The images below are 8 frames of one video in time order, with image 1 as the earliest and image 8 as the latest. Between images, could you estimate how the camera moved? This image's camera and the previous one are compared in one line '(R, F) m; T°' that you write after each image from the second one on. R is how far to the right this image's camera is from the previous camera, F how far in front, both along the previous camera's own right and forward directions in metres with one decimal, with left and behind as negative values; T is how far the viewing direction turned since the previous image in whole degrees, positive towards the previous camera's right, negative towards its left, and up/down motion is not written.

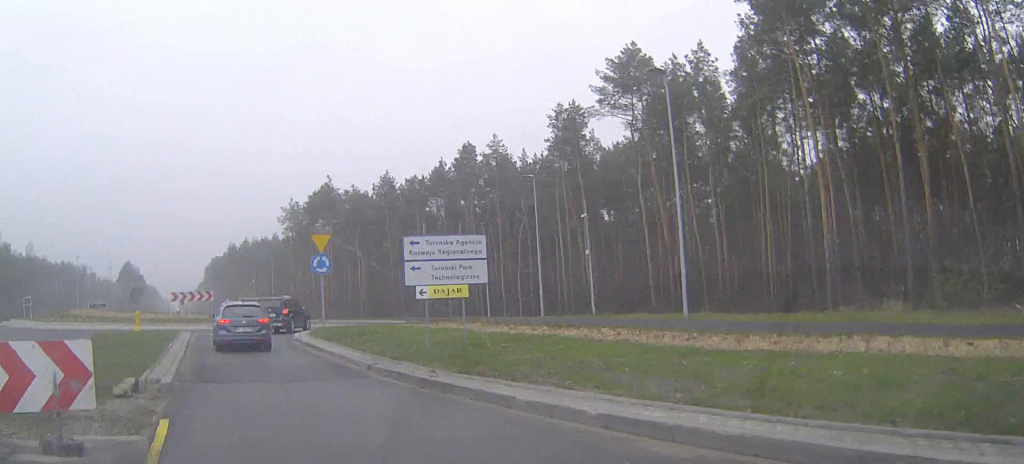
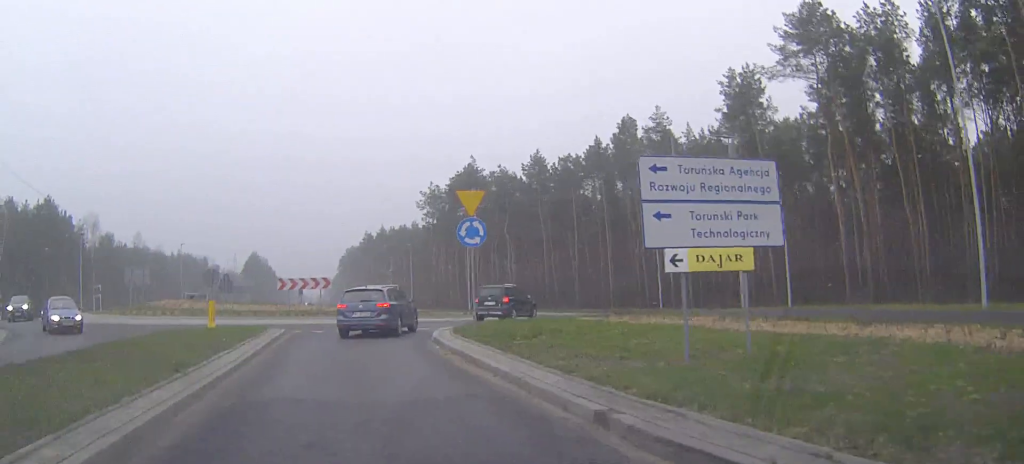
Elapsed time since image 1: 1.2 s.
(-0.7, +8.3) m; -9°
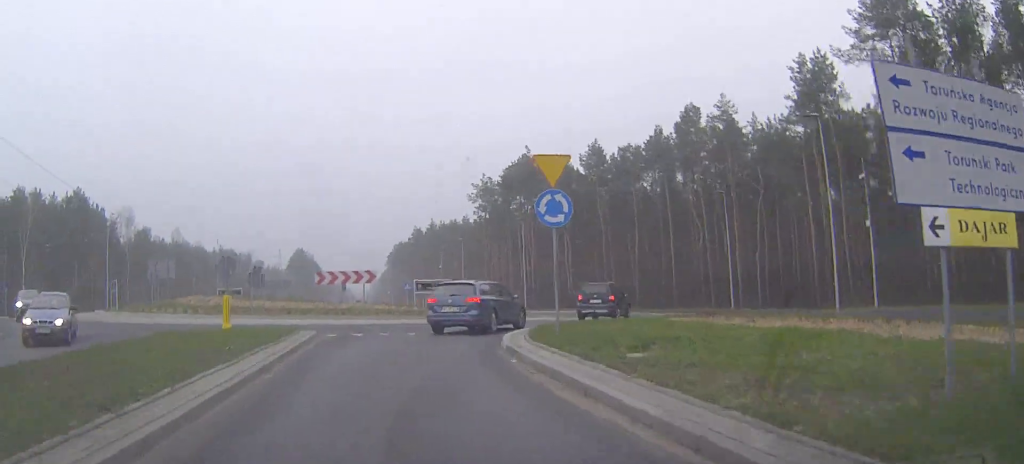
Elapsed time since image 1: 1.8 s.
(-0.2, +4.2) m; -3°
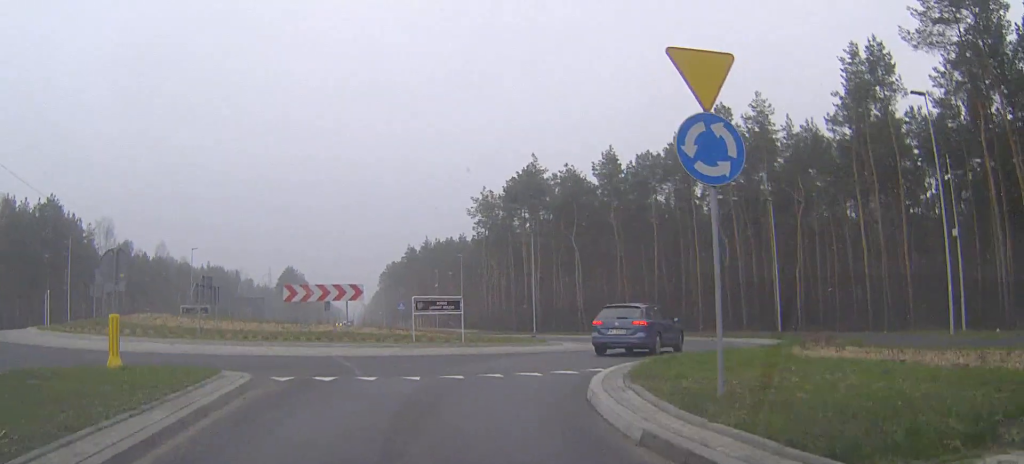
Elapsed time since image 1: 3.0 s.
(-0.3, +8.3) m; -1°
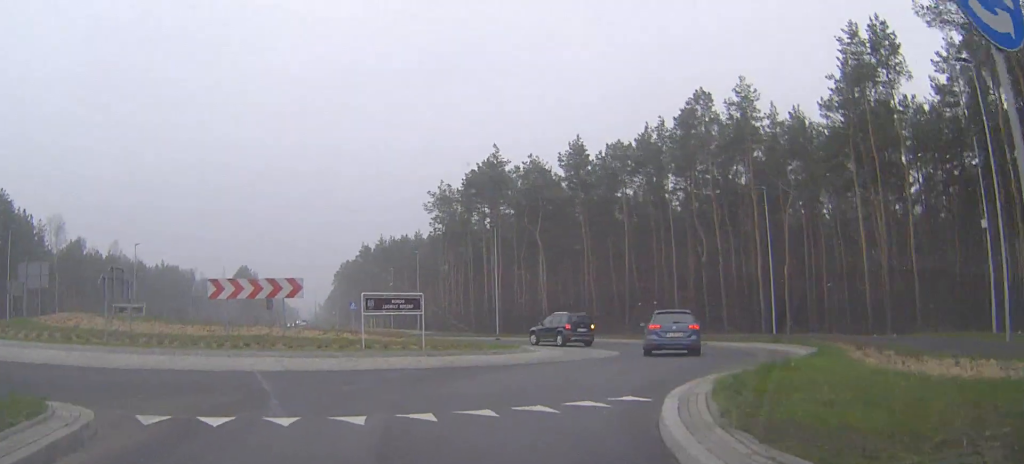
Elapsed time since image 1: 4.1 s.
(+0.1, +5.7) m; +4°
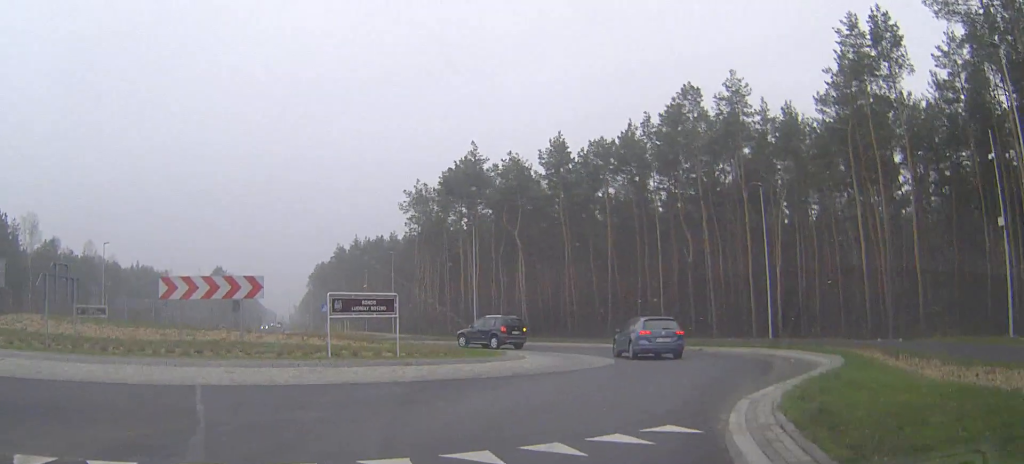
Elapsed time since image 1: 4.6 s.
(+0.1, +2.6) m; +5°
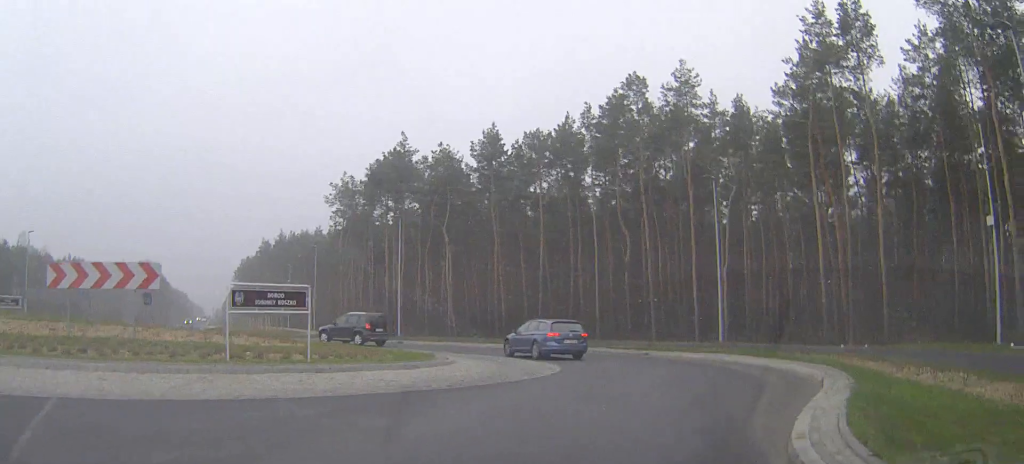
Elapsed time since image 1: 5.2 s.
(+0.1, +2.9) m; +7°
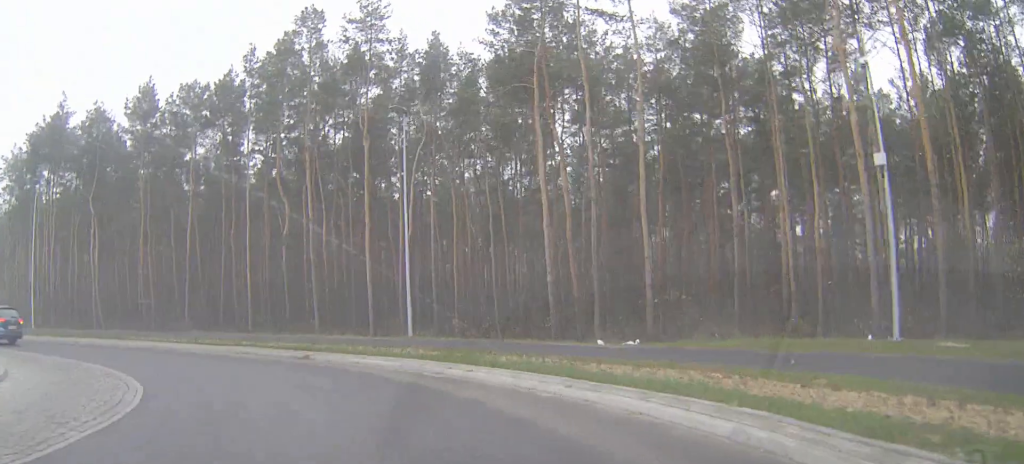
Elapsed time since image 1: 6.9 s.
(+1.9, +9.4) m; +15°
